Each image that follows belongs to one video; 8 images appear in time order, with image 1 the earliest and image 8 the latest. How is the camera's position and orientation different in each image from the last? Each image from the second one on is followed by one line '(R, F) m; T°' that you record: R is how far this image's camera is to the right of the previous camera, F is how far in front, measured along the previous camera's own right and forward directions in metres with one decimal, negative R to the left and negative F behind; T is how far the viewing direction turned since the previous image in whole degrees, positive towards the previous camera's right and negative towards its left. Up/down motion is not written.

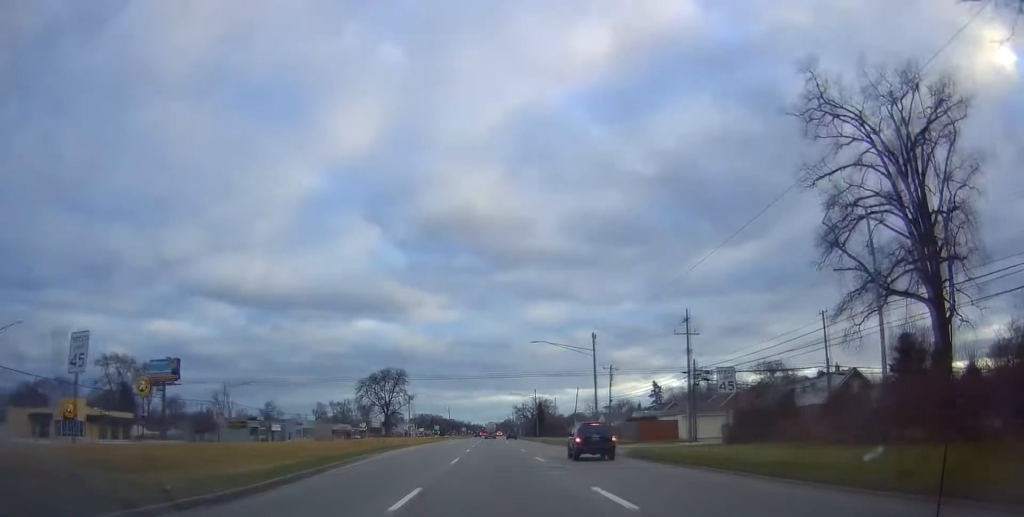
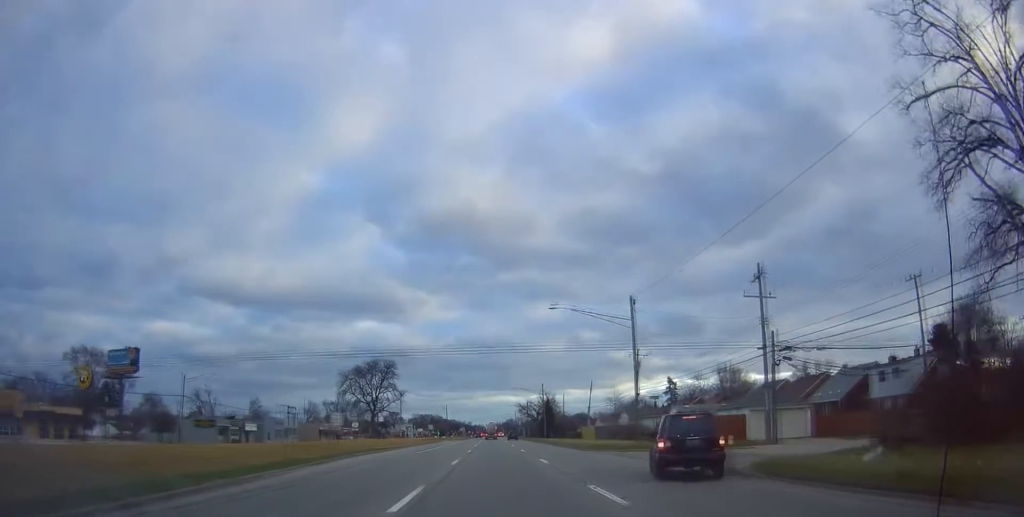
(-0.1, +15.5) m; 0°
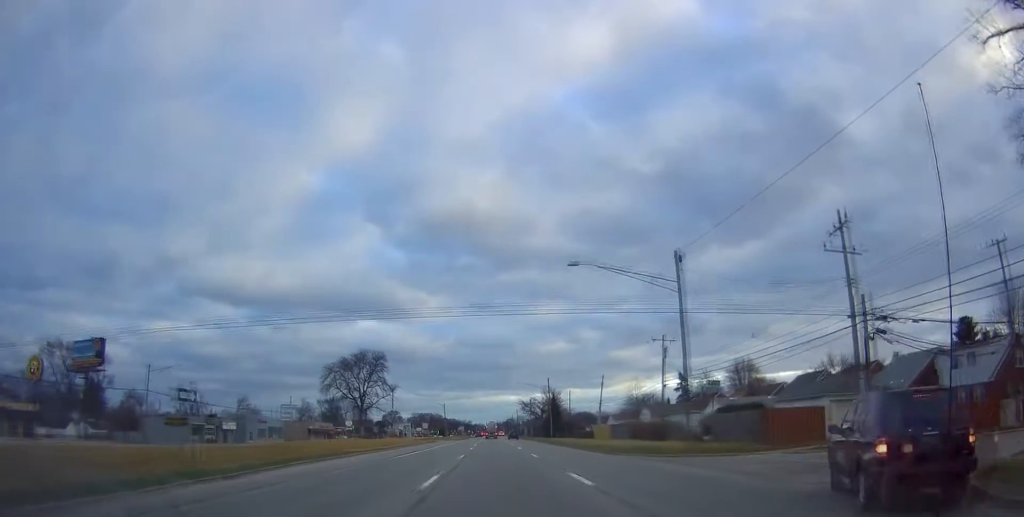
(+0.1, +10.8) m; +1°
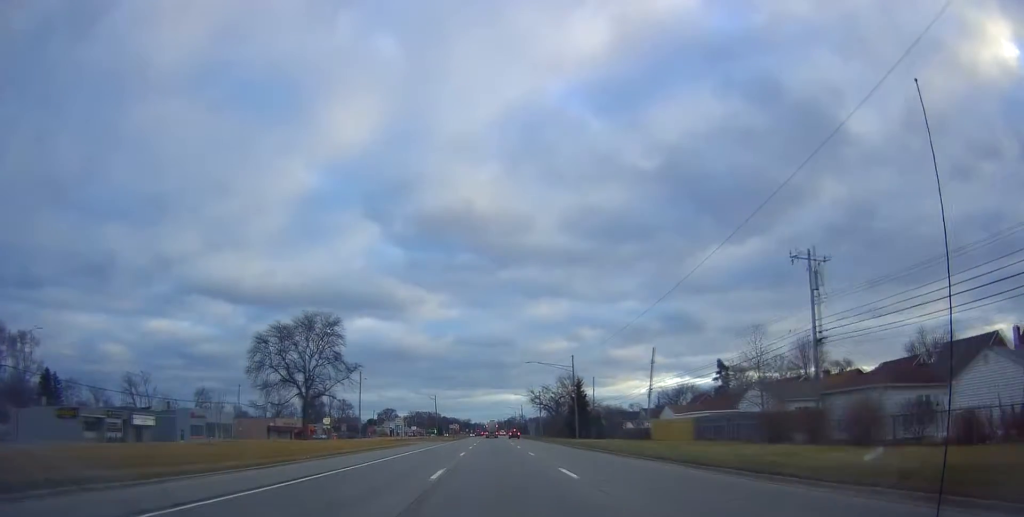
(+0.2, +29.7) m; -1°
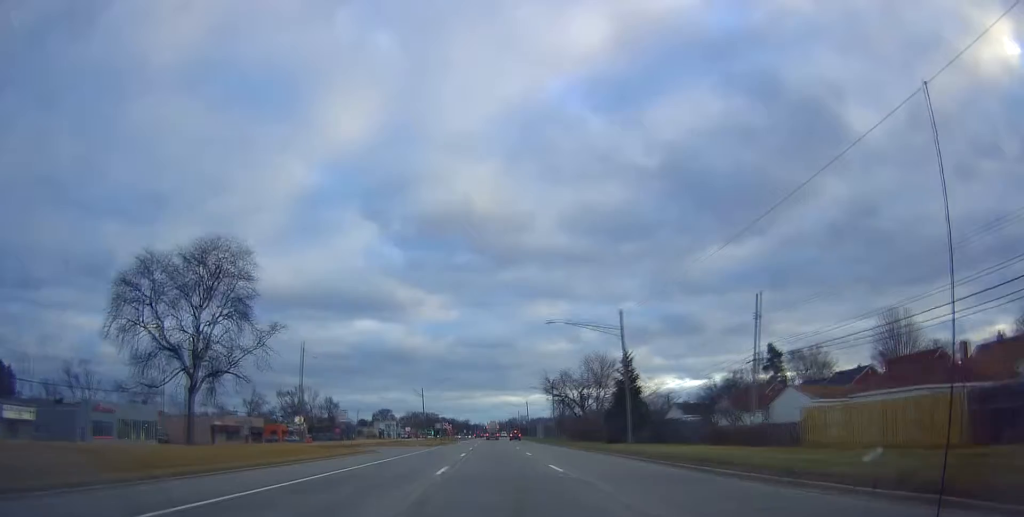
(0.0, +27.2) m; 0°
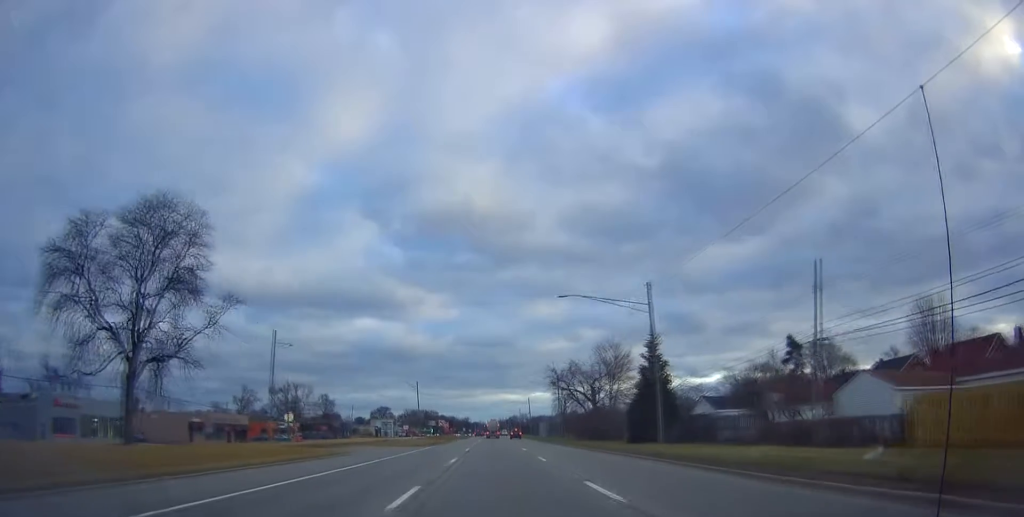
(+0.2, +8.3) m; 0°
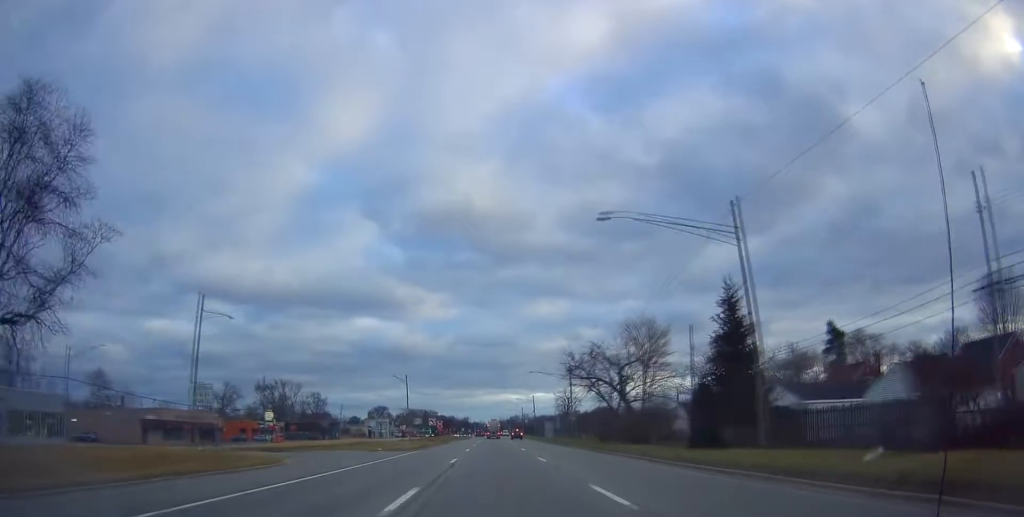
(-0.6, +14.5) m; 0°
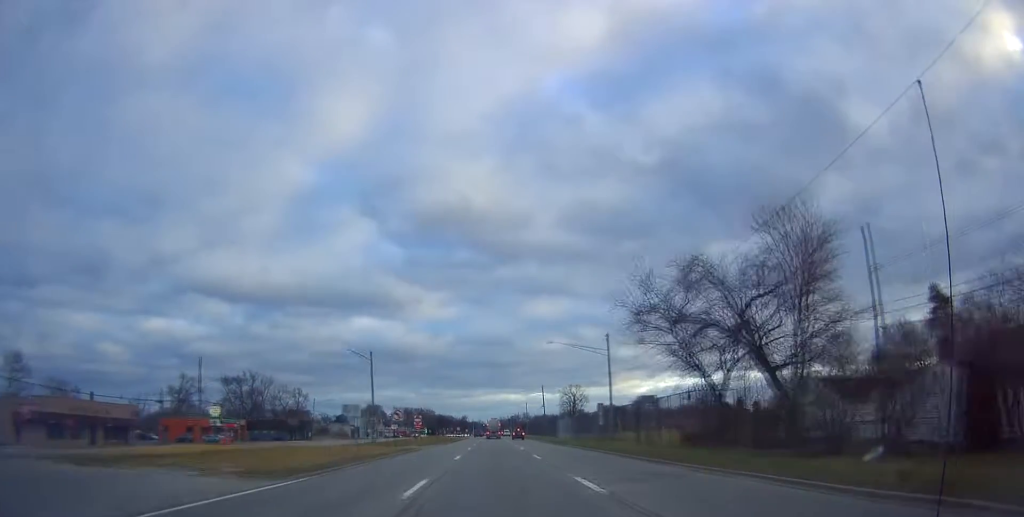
(+0.7, +27.7) m; +1°
